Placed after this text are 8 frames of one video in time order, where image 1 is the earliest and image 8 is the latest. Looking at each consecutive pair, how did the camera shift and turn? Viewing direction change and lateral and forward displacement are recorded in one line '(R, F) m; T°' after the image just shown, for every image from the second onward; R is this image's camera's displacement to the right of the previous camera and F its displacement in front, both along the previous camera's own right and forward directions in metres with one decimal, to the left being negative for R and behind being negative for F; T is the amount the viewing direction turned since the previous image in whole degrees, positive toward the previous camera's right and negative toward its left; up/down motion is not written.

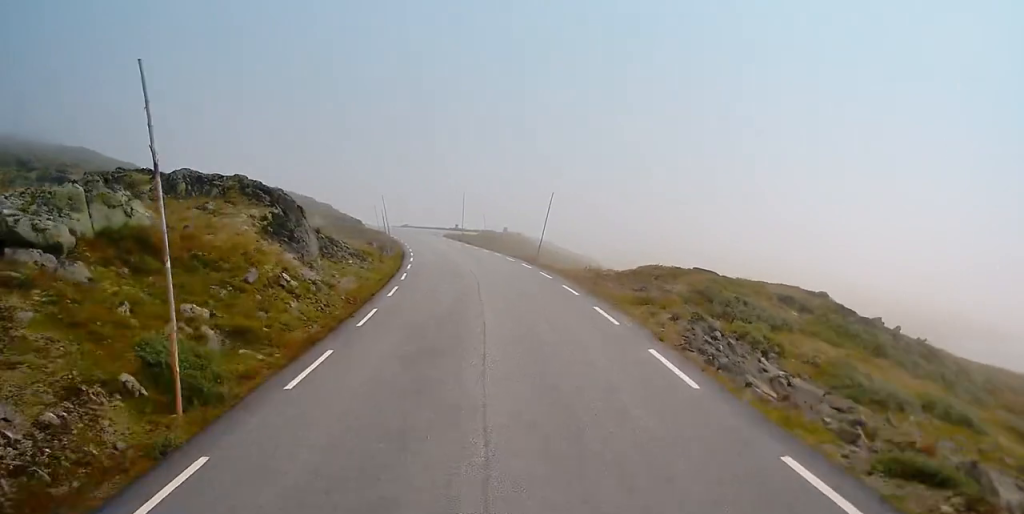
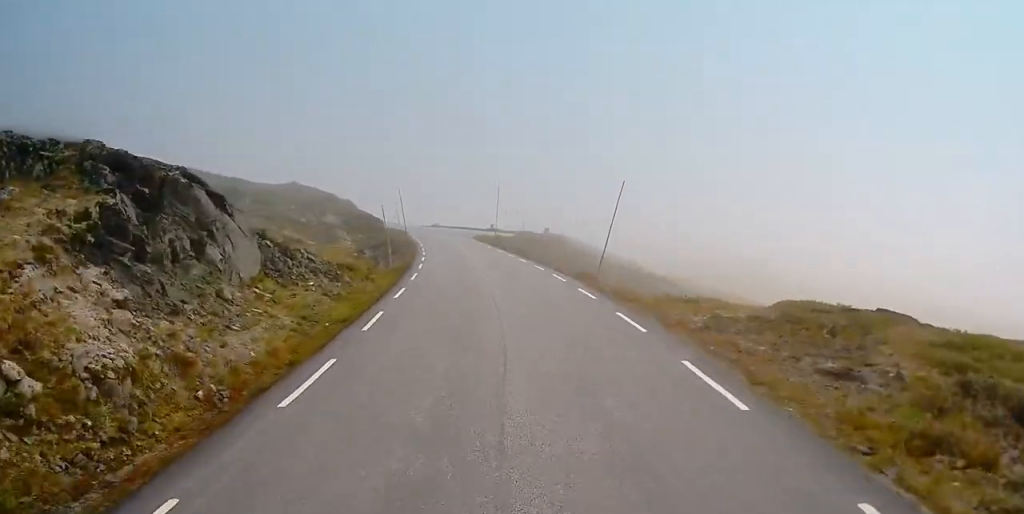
(-0.2, +13.3) m; -3°
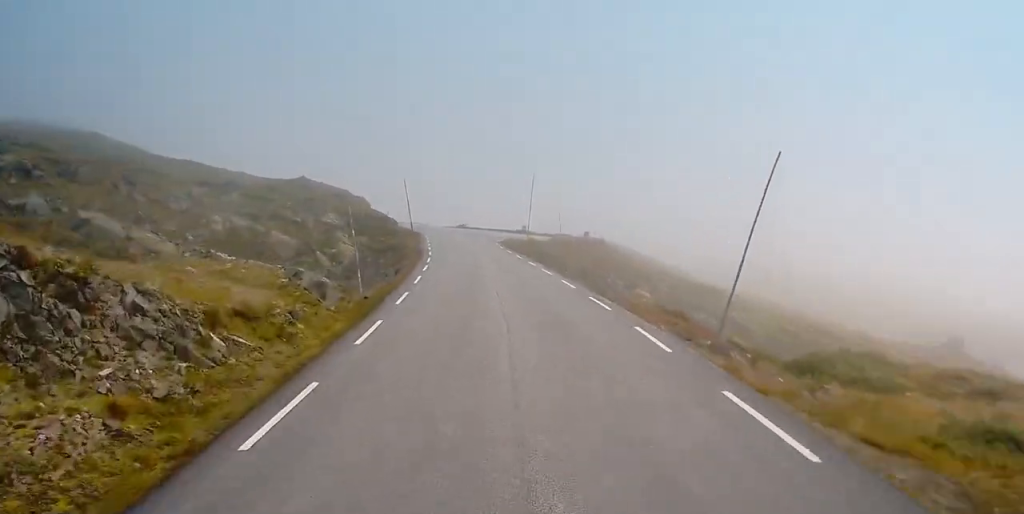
(-0.5, +13.7) m; -2°
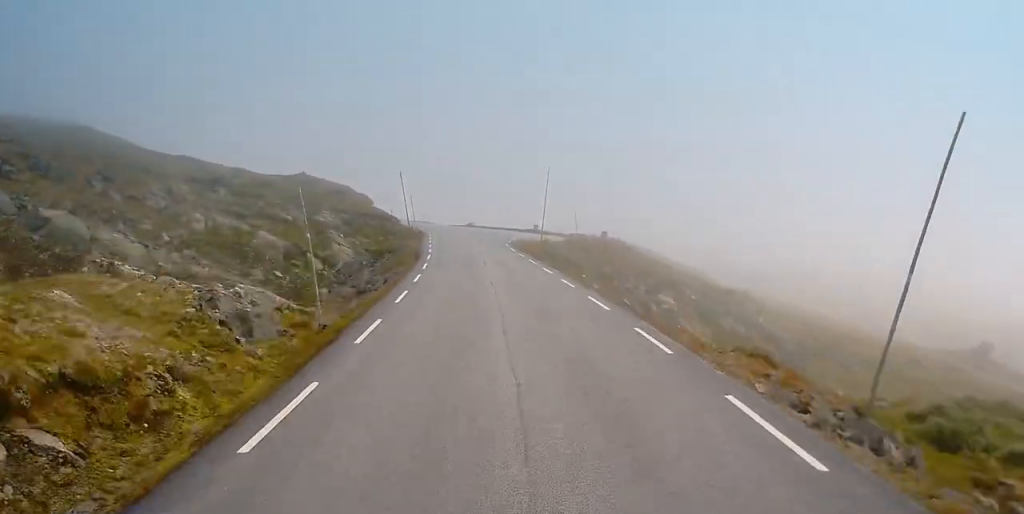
(0.0, +6.1) m; 0°
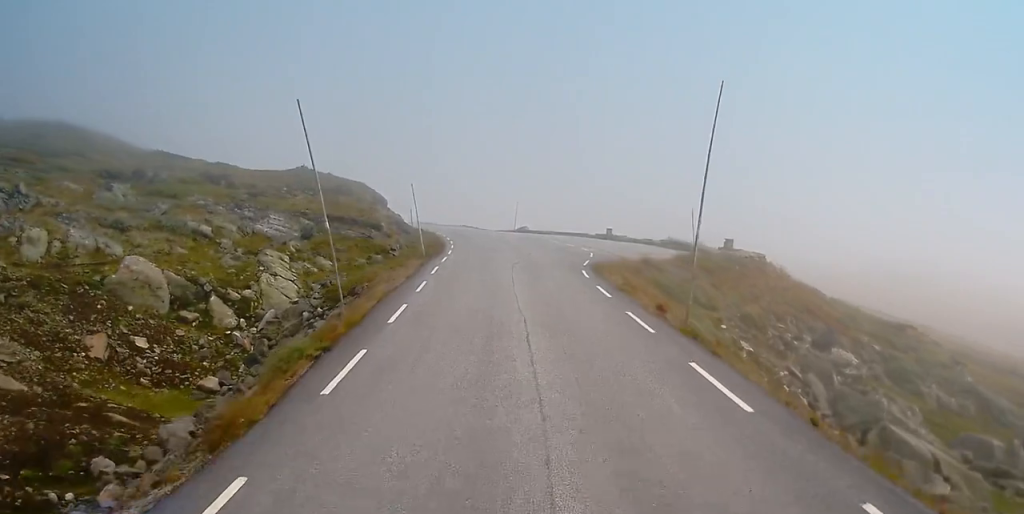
(-1.5, +26.9) m; -5°
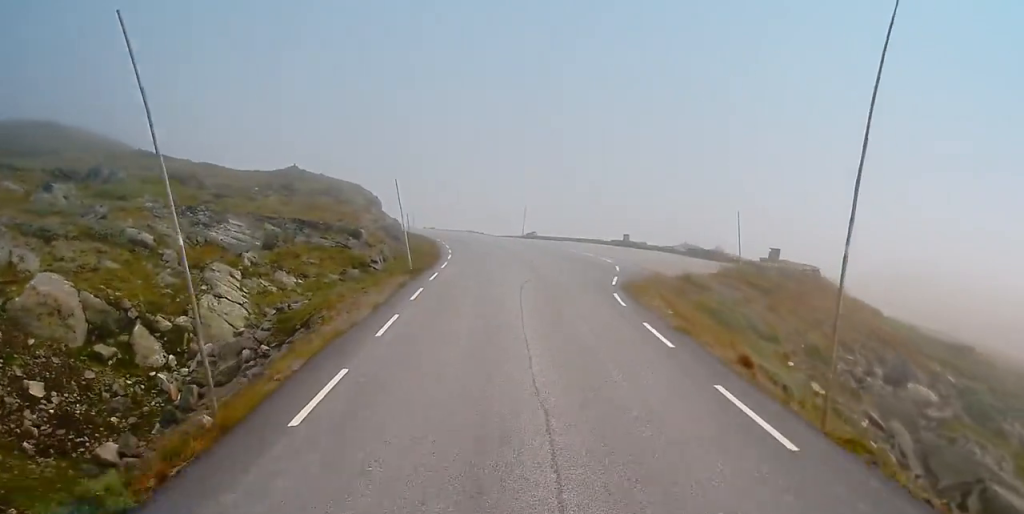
(+0.2, +7.1) m; +1°
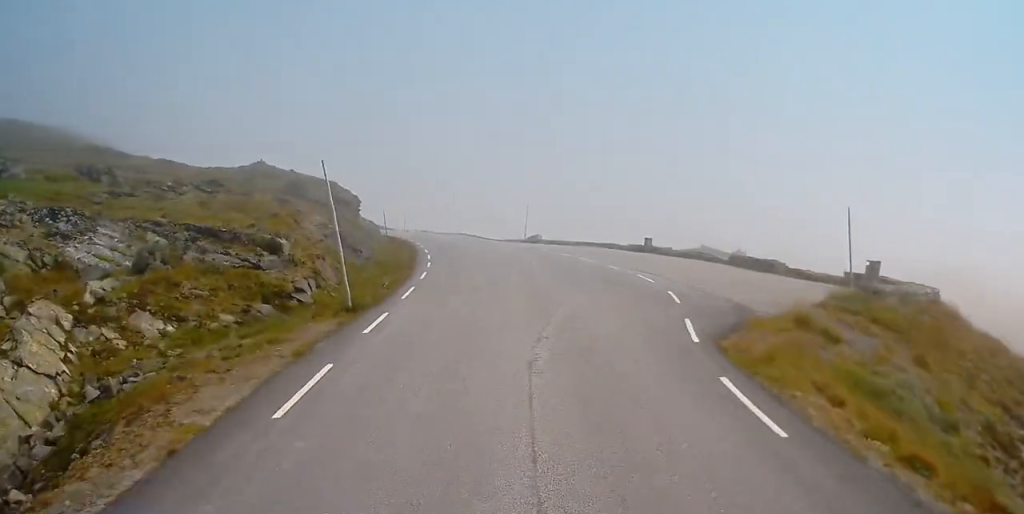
(+0.2, +11.4) m; +1°
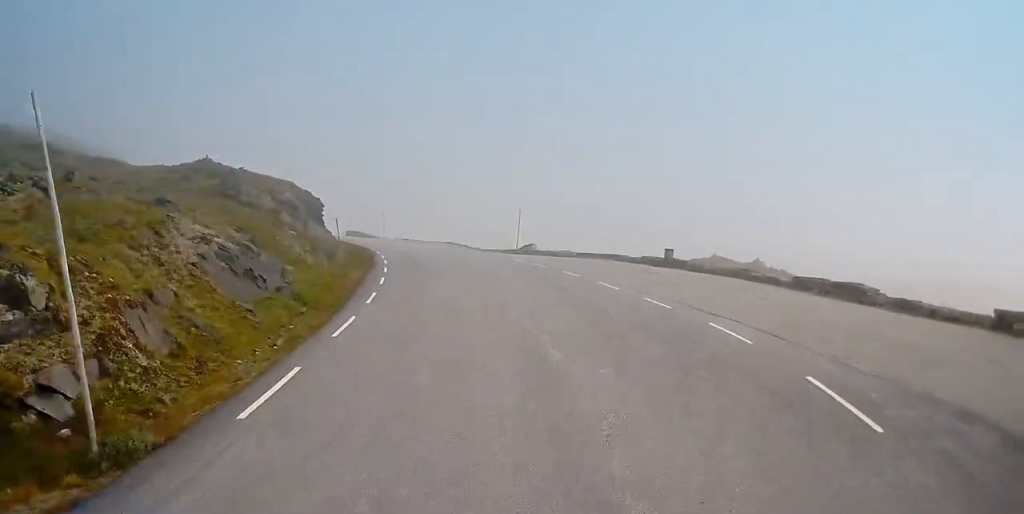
(0.0, +11.6) m; 0°
